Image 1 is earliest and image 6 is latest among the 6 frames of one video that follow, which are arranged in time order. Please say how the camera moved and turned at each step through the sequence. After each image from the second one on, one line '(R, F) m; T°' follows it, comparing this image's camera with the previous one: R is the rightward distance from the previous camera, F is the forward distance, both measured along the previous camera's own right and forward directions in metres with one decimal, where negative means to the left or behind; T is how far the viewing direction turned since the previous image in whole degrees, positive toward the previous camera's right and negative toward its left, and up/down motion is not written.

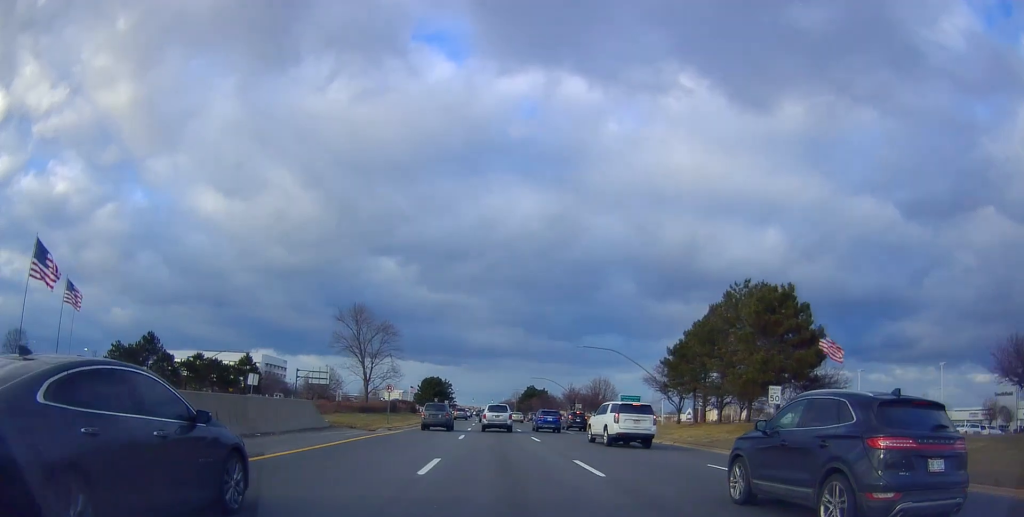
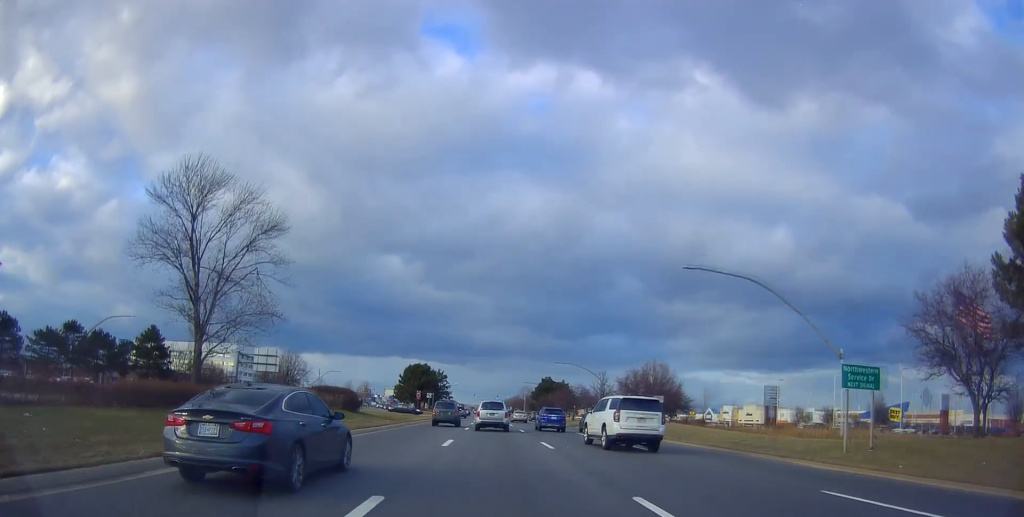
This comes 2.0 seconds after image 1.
(+0.5, +36.3) m; 0°
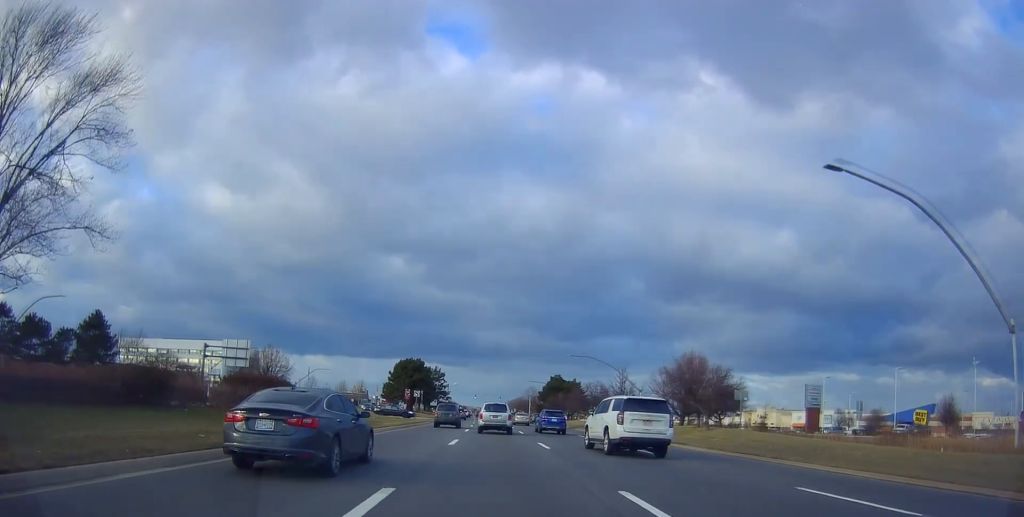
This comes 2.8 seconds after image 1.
(-0.2, +14.5) m; -1°
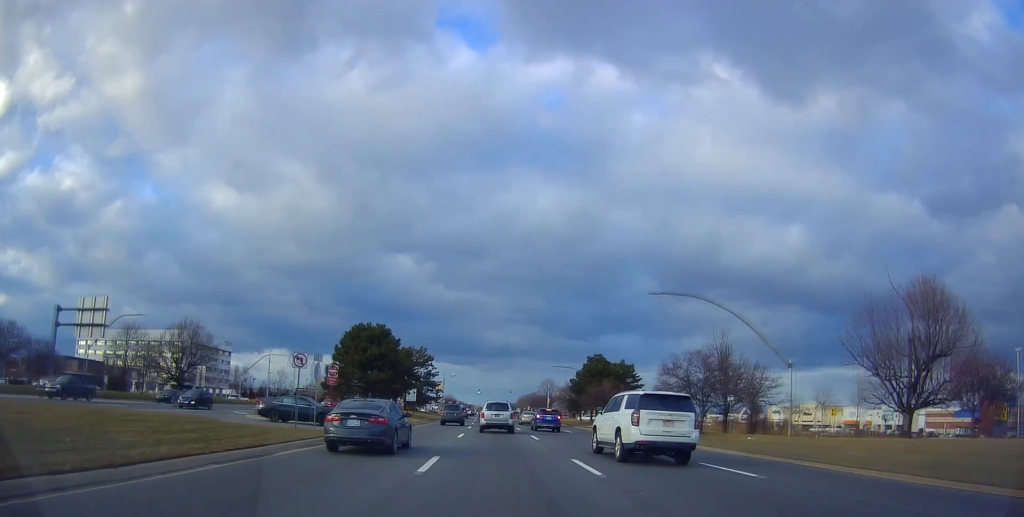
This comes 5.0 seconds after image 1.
(-0.4, +39.9) m; -1°
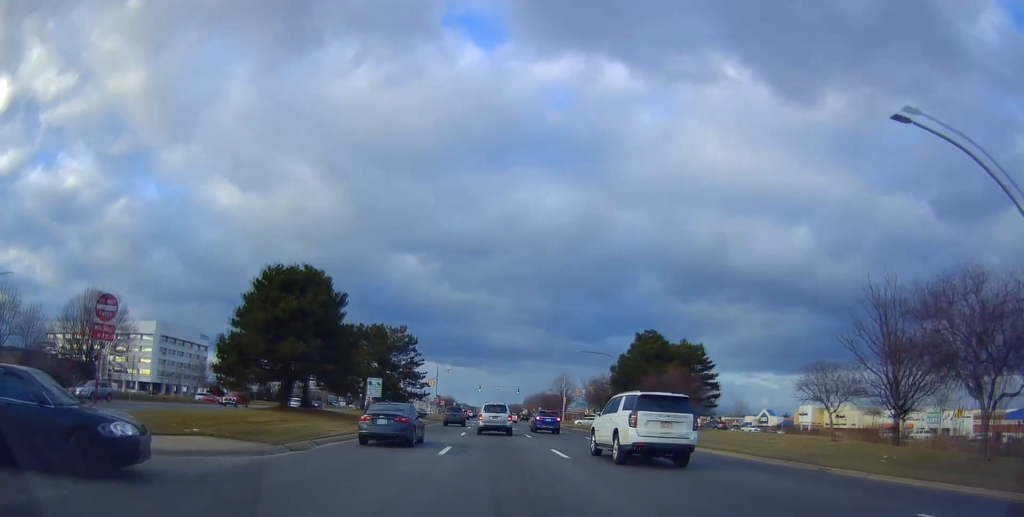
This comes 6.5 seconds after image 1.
(+0.1, +25.0) m; 0°
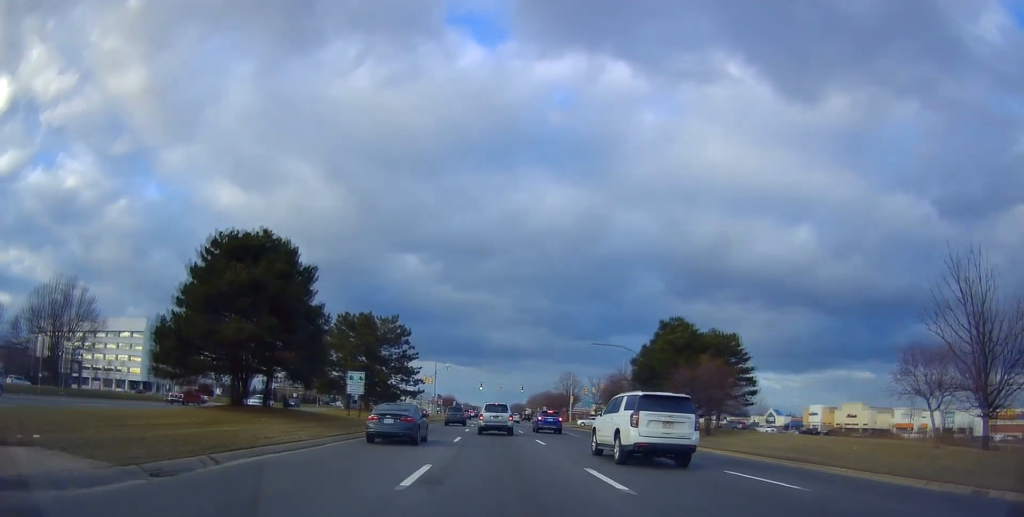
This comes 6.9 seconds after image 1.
(-0.1, +7.4) m; 0°
